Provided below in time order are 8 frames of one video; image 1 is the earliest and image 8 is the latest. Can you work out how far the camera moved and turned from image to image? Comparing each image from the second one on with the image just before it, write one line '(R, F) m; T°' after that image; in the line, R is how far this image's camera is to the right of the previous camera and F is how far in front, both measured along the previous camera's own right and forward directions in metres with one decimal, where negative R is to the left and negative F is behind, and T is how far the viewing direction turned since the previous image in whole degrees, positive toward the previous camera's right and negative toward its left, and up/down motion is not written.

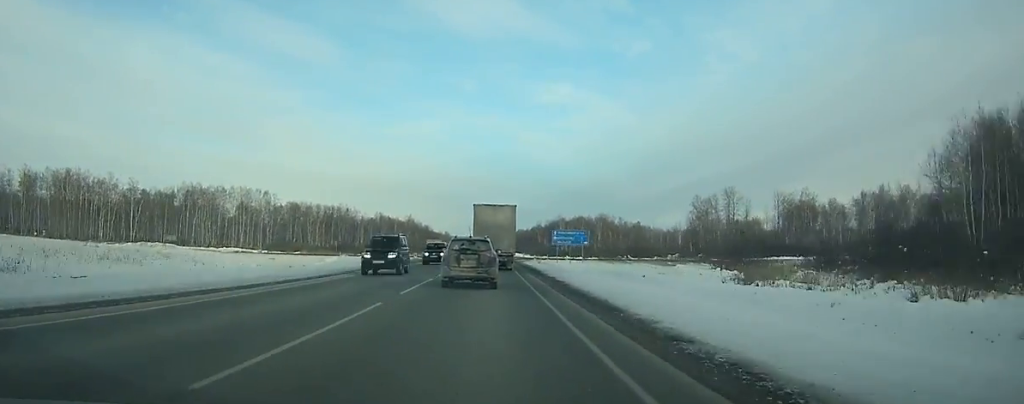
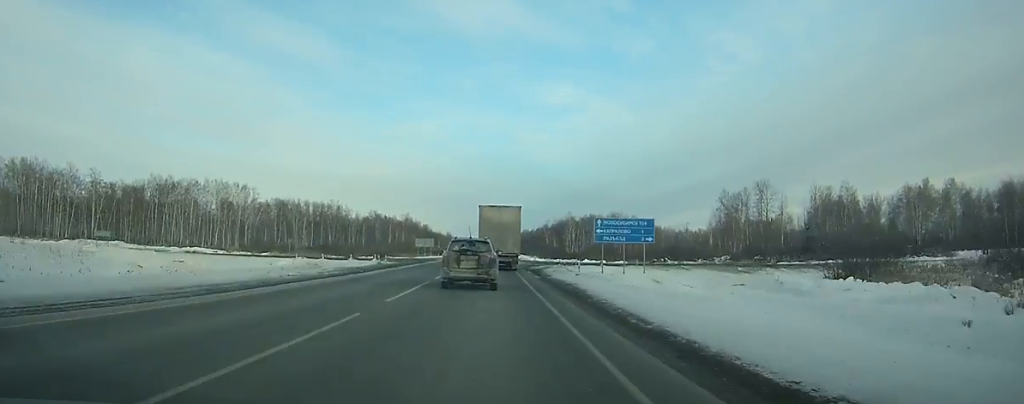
(0.0, +26.1) m; 0°
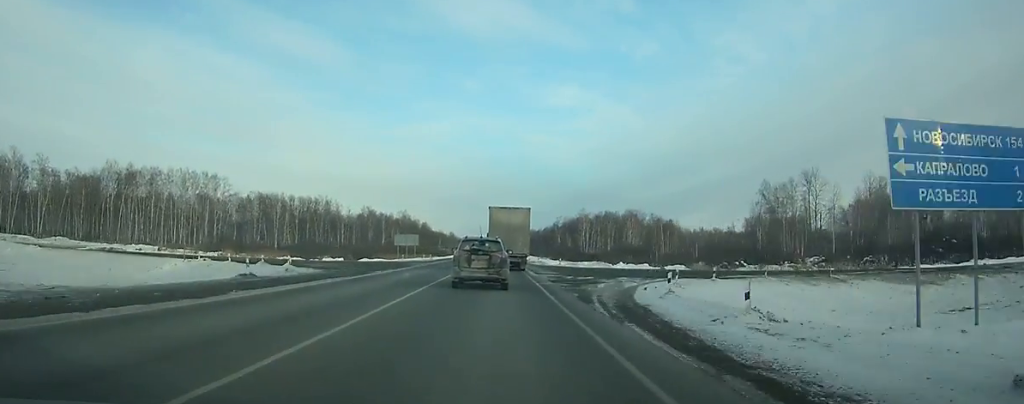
(-0.1, +30.0) m; 0°
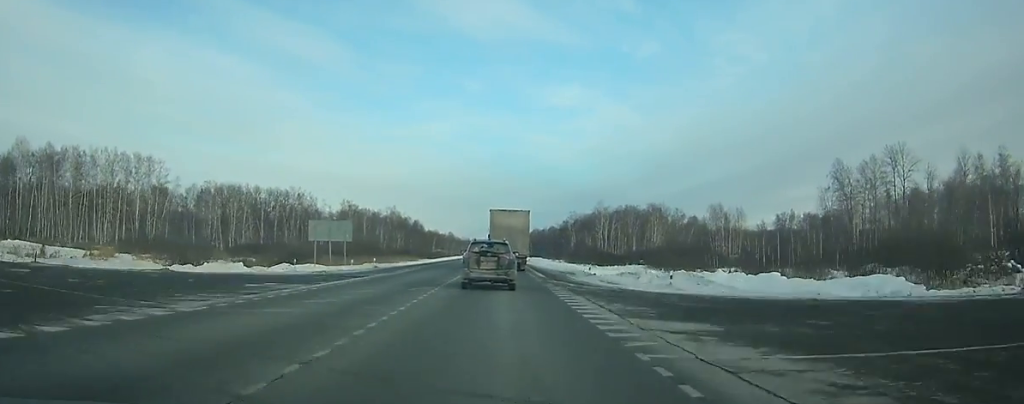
(0.0, +42.2) m; 0°
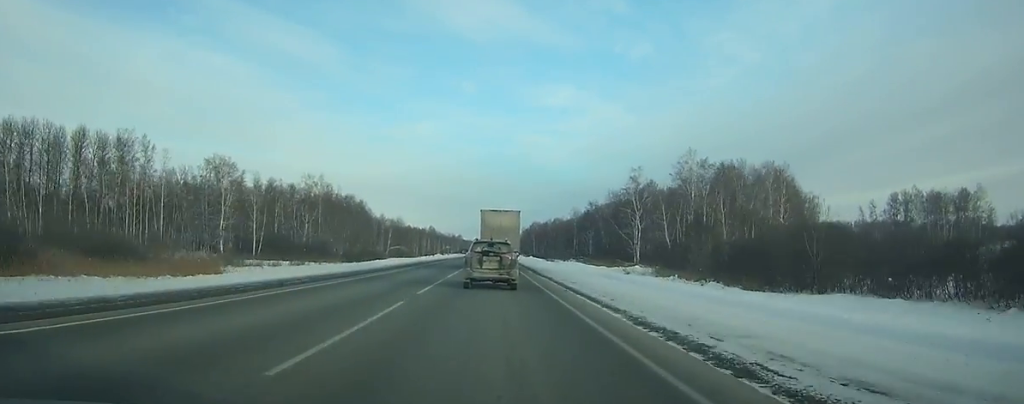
(+0.7, +111.8) m; +1°
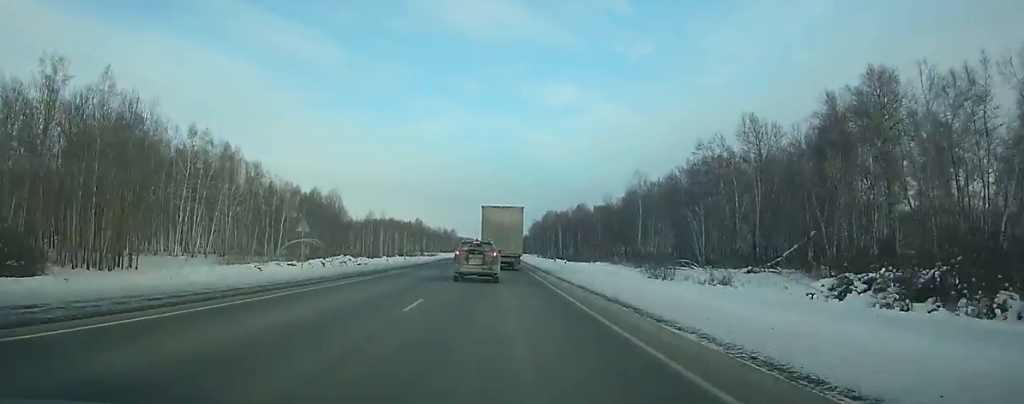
(0.0, +108.2) m; 0°
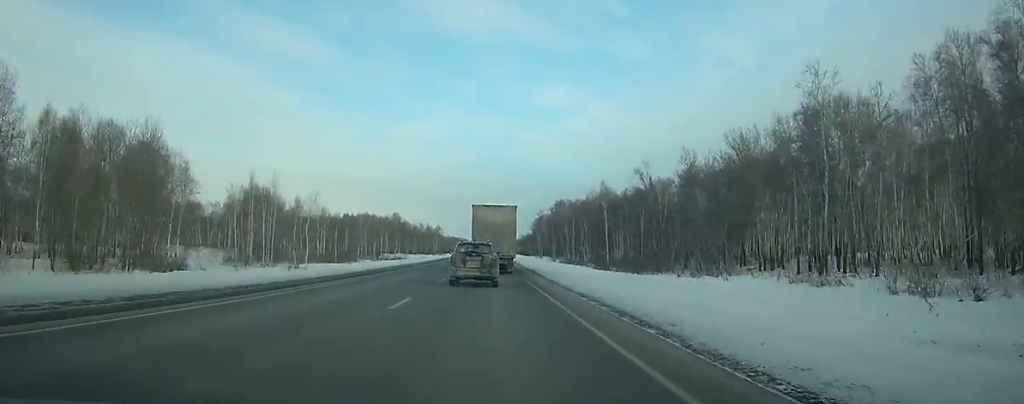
(+0.1, +82.3) m; 0°
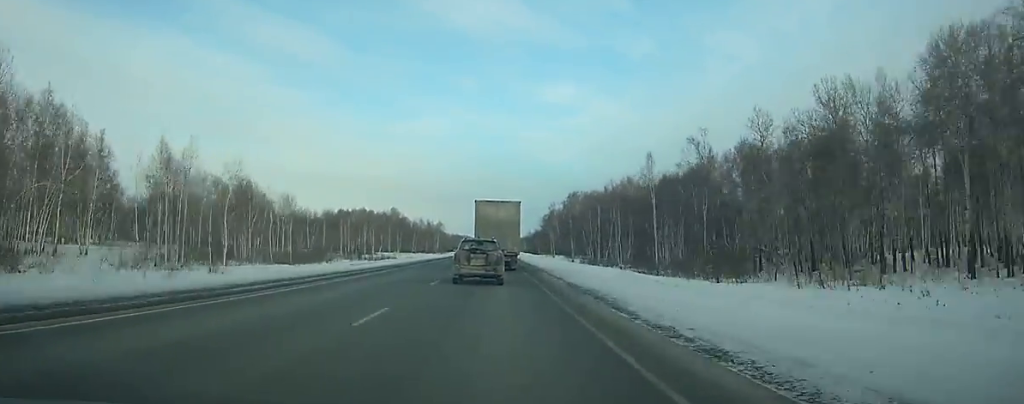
(0.0, +27.6) m; 0°
